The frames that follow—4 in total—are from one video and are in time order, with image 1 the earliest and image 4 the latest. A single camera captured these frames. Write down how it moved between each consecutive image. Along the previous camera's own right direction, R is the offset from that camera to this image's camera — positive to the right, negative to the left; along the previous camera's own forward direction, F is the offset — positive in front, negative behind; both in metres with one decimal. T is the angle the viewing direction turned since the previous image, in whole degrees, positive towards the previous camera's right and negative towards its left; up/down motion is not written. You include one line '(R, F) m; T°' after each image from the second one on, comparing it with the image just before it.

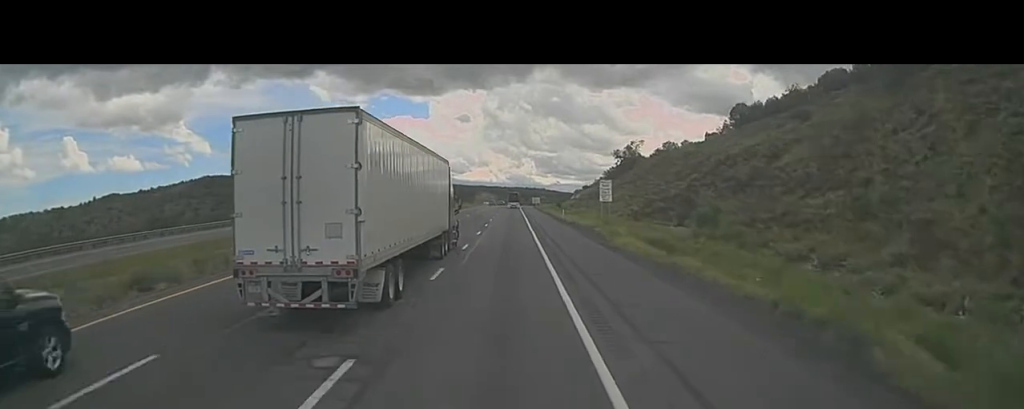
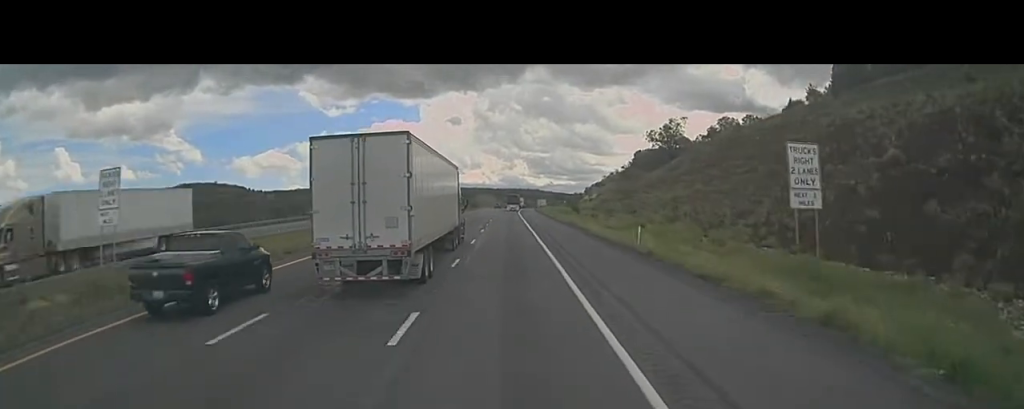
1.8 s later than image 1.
(-0.1, +45.0) m; 0°
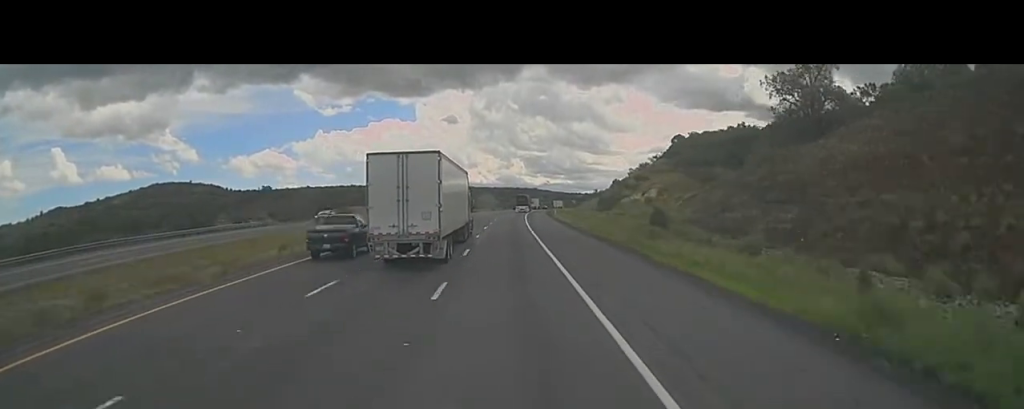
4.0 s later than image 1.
(0.0, +55.3) m; 0°
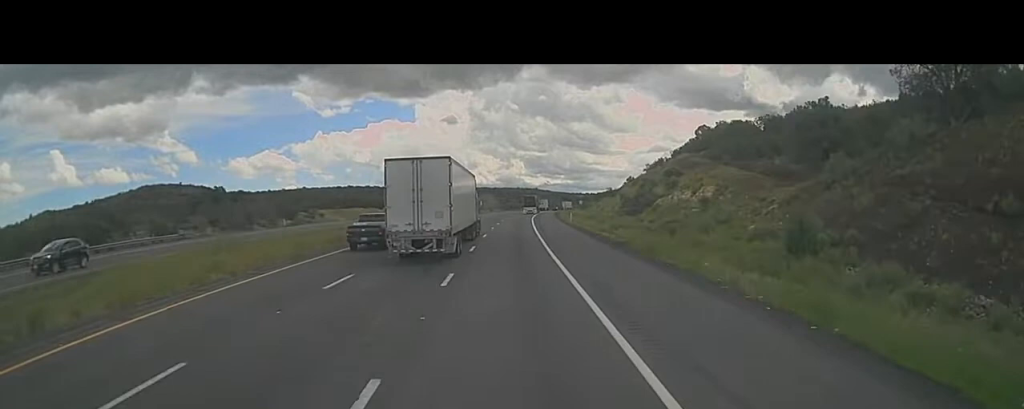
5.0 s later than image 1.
(0.0, +23.1) m; 0°
